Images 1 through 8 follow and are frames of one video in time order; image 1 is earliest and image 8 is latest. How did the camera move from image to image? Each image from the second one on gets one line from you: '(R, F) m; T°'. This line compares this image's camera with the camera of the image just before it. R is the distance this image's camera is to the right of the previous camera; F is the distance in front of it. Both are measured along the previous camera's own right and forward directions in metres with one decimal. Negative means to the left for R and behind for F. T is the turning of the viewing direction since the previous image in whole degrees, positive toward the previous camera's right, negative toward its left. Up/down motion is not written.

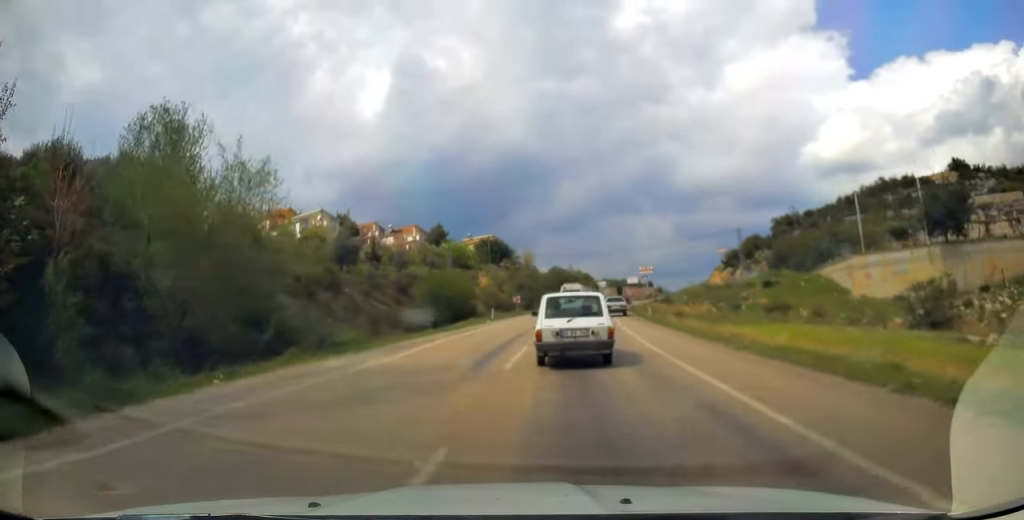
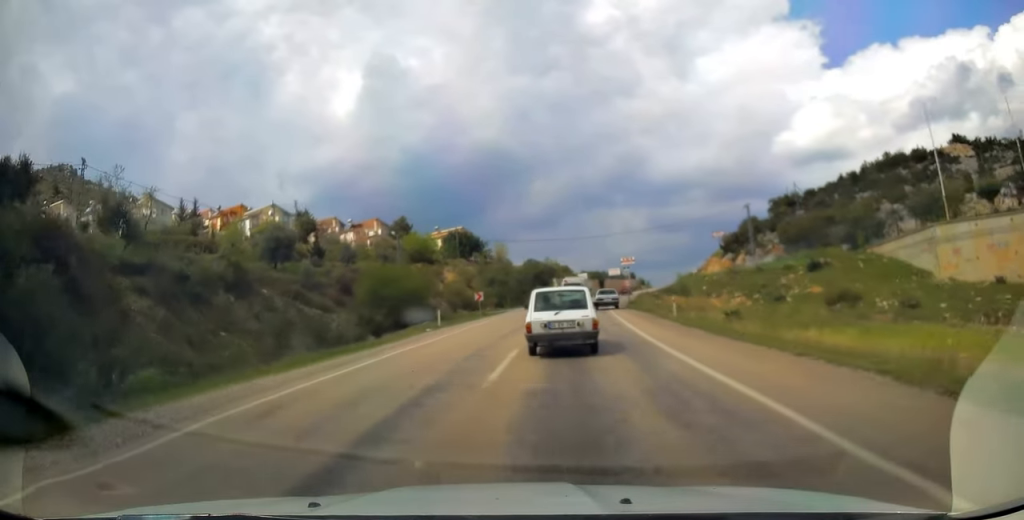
(+0.3, +14.1) m; +2°
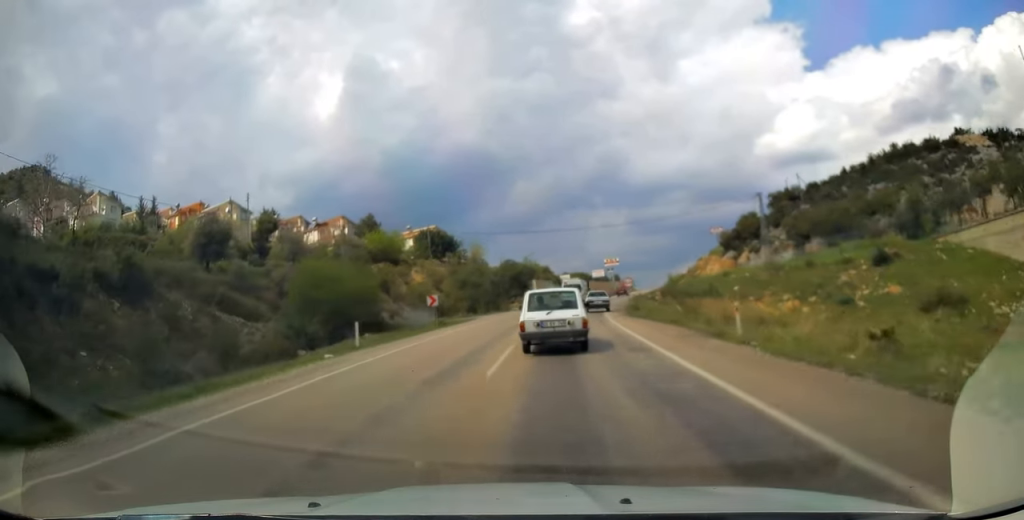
(+0.2, +10.8) m; +2°
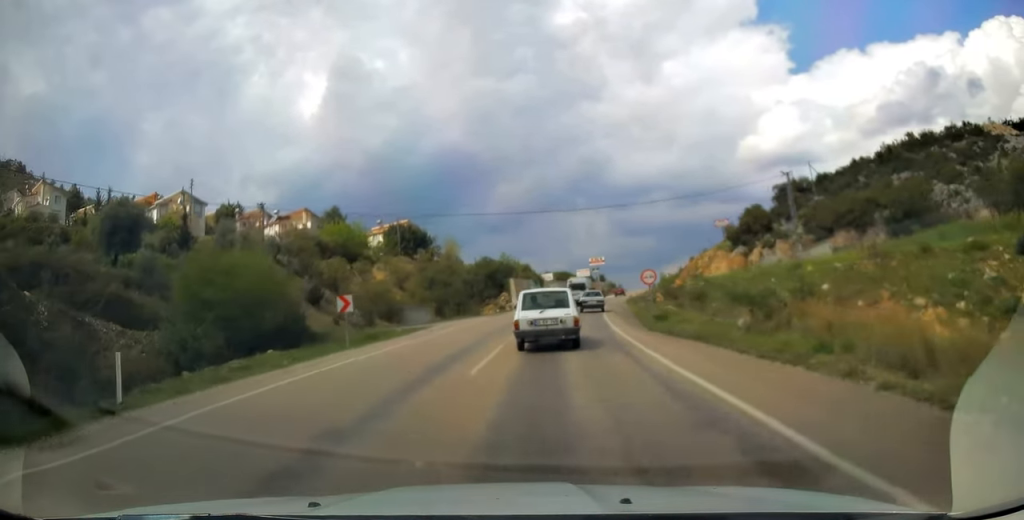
(+0.2, +11.9) m; +2°
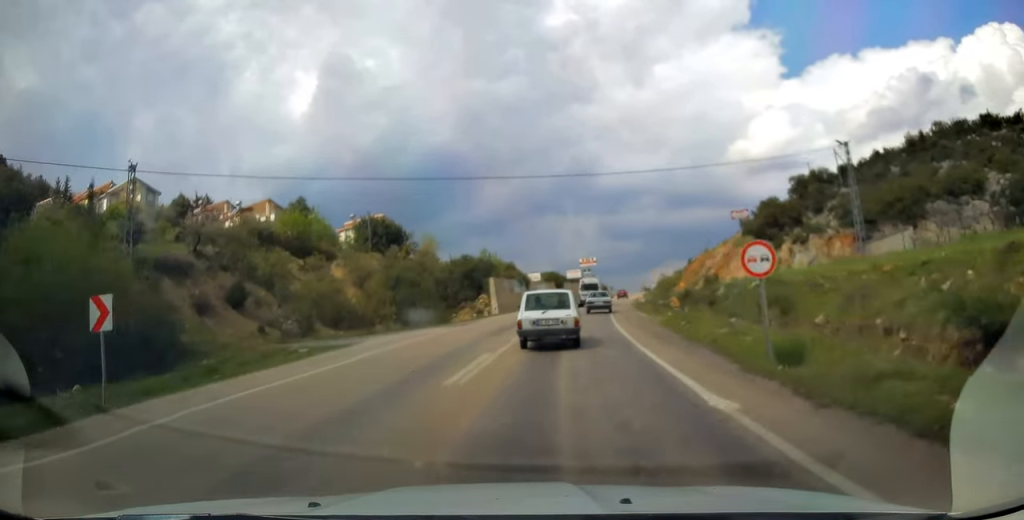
(+0.2, +12.7) m; +1°
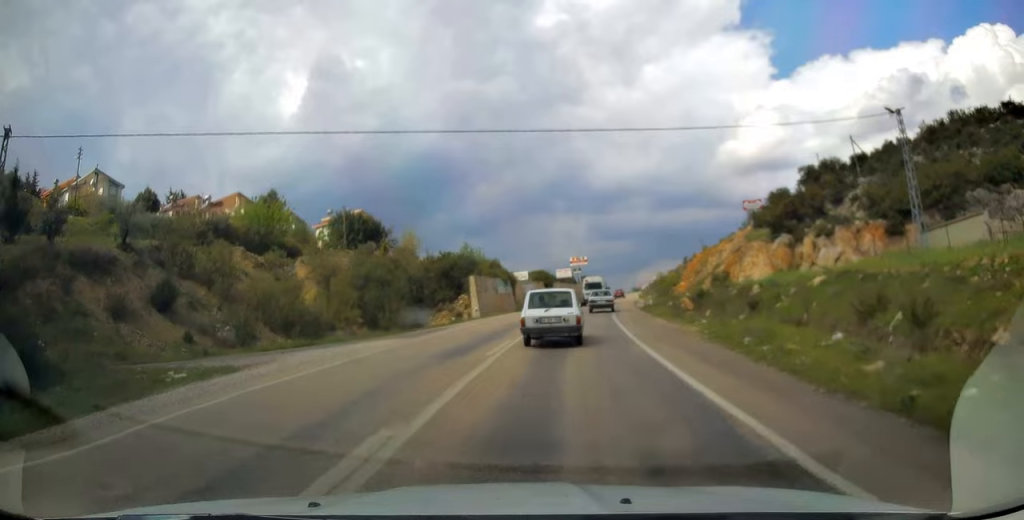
(-0.1, +8.2) m; +1°
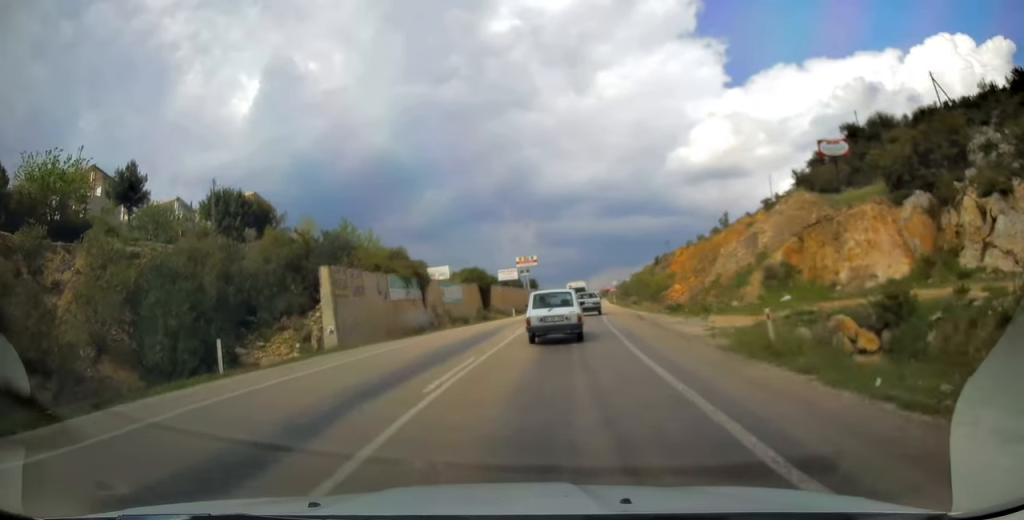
(+1.3, +28.5) m; +4°
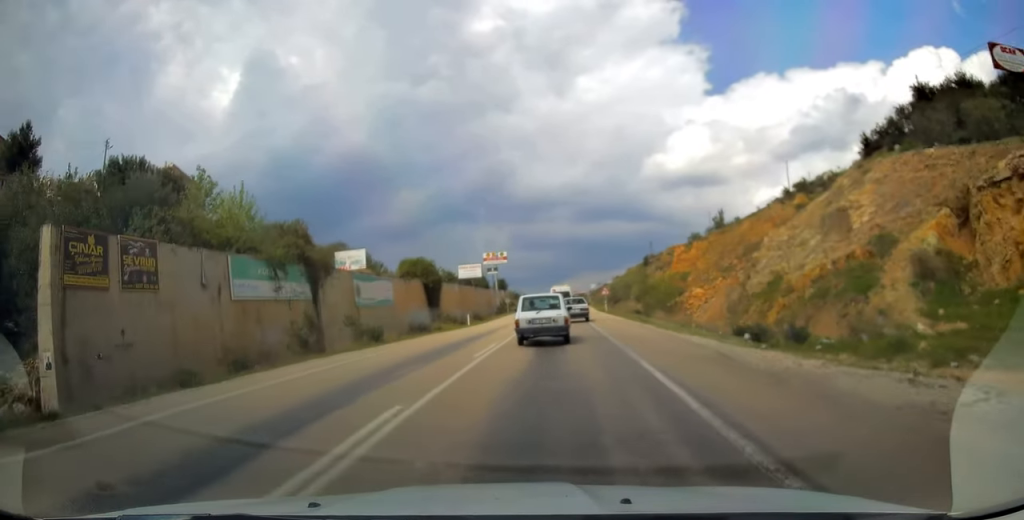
(+0.3, +18.1) m; +2°
